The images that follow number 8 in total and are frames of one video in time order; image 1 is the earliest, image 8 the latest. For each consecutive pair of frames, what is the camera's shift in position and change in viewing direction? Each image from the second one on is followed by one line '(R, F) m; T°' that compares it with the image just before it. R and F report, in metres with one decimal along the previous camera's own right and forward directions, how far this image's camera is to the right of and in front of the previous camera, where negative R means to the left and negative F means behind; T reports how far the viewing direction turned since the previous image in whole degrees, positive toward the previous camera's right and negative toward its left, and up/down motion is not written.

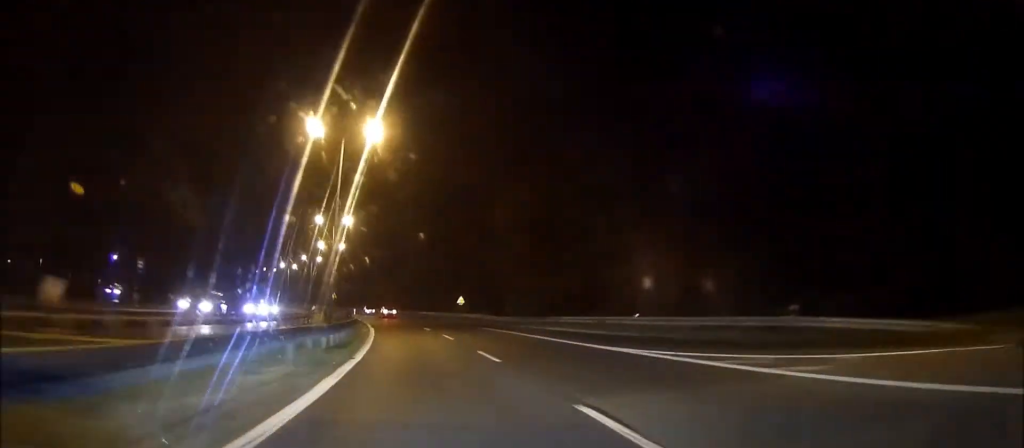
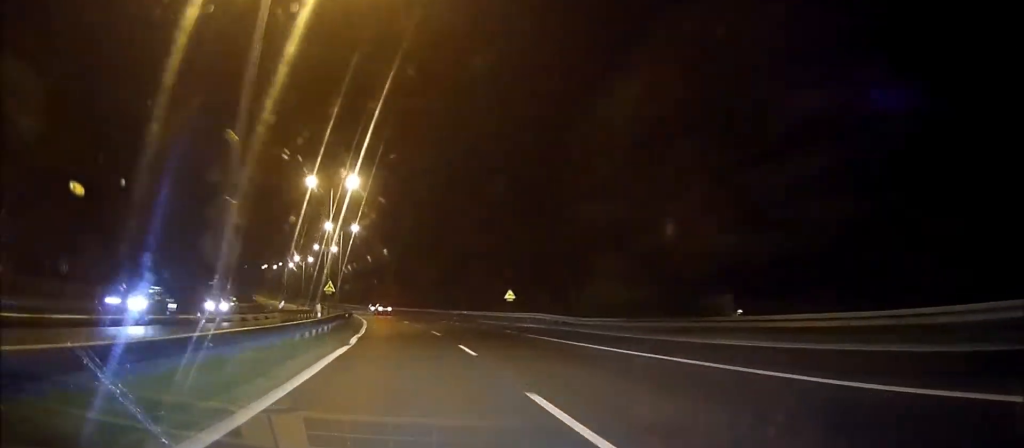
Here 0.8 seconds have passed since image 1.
(-0.6, +23.3) m; -3°
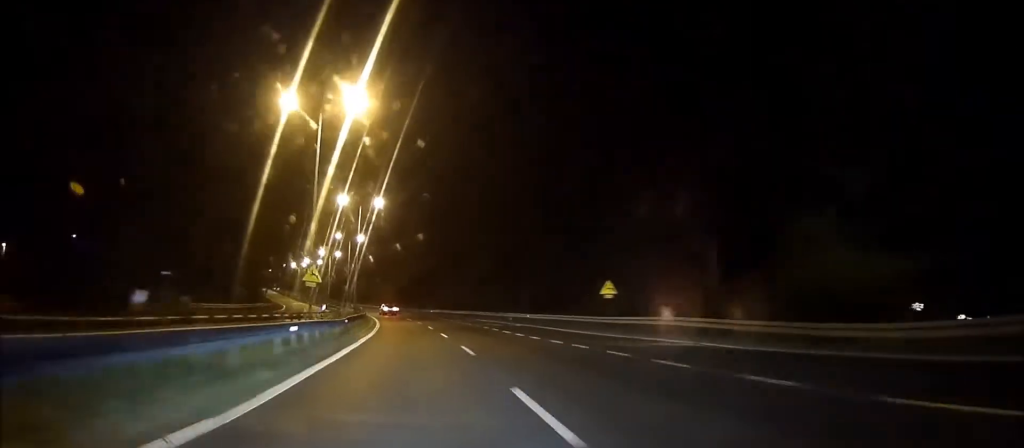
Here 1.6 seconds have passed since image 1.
(-0.4, +23.3) m; -2°
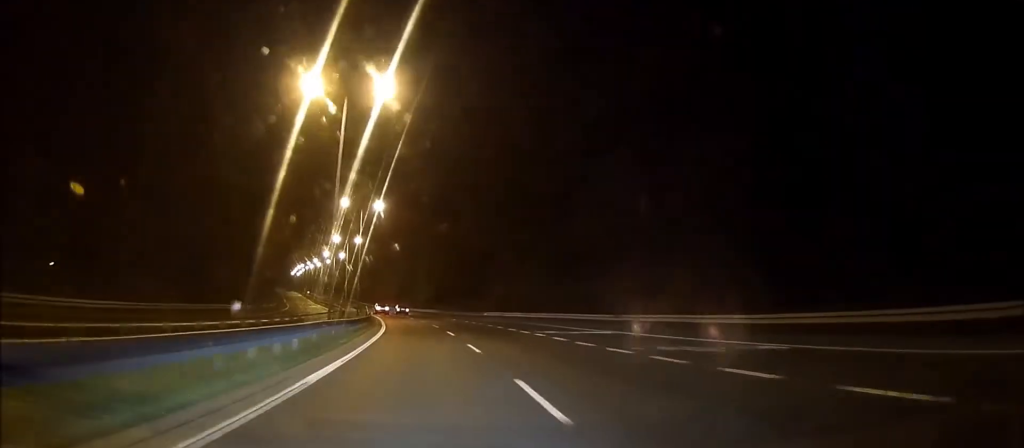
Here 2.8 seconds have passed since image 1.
(-1.1, +35.2) m; -3°
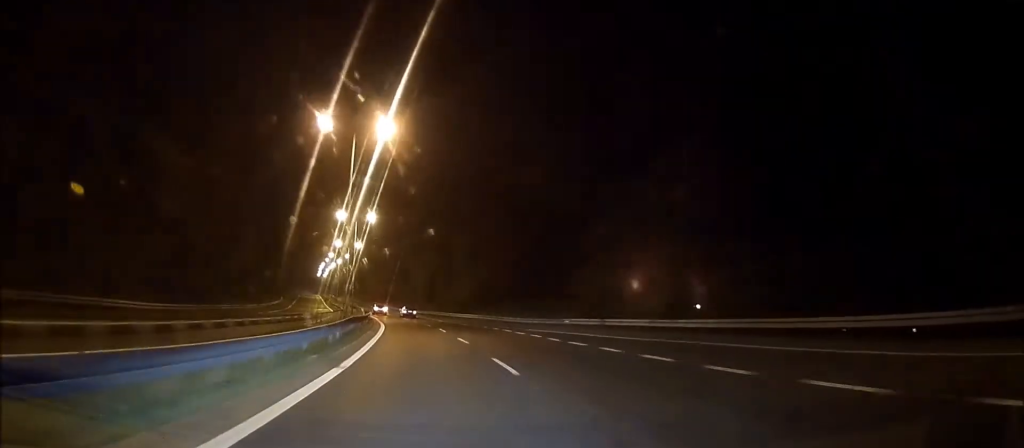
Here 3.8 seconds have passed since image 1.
(-0.8, +30.6) m; -3°
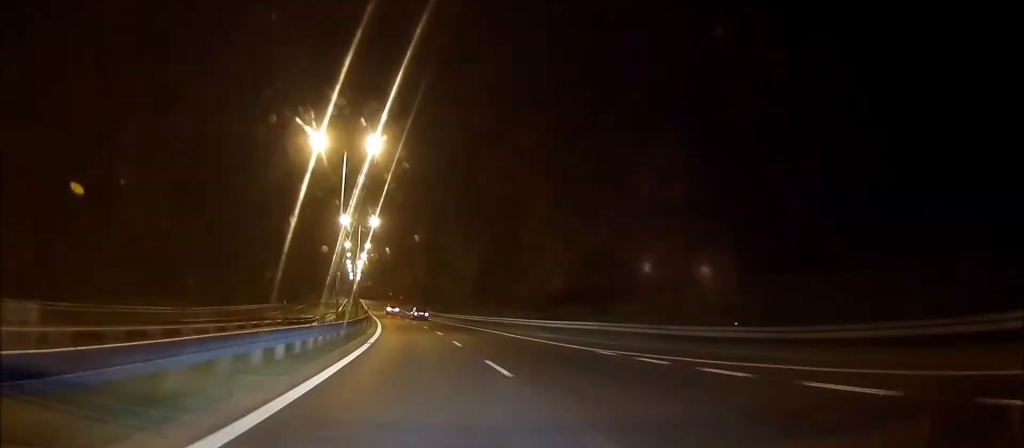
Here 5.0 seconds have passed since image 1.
(-1.3, +35.8) m; -3°
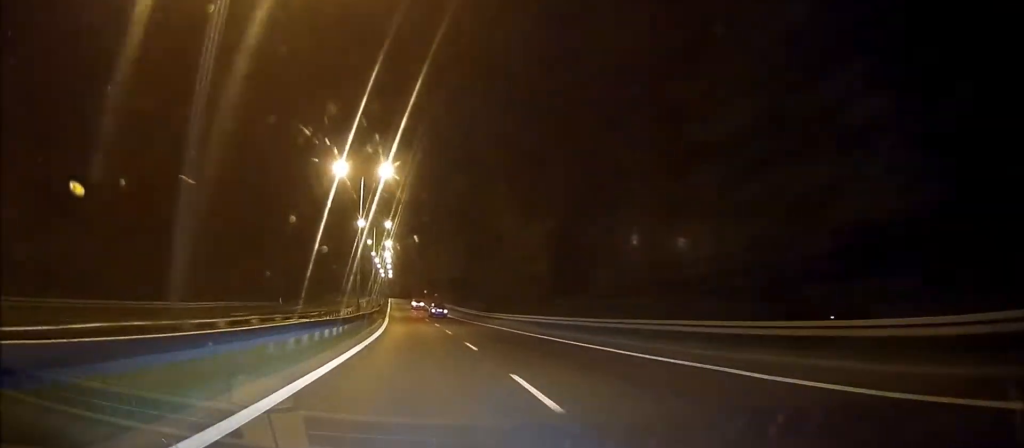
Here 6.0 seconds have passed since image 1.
(-0.5, +29.1) m; -1°
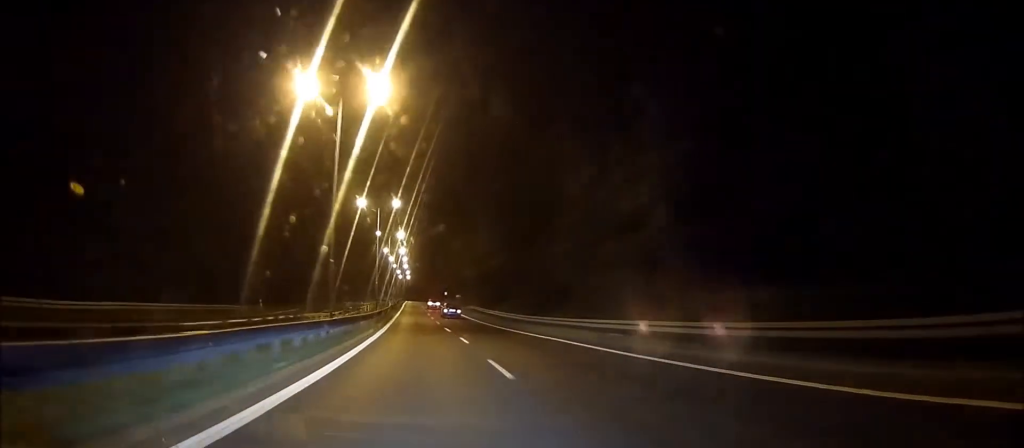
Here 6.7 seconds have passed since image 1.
(0.0, +20.2) m; -1°
